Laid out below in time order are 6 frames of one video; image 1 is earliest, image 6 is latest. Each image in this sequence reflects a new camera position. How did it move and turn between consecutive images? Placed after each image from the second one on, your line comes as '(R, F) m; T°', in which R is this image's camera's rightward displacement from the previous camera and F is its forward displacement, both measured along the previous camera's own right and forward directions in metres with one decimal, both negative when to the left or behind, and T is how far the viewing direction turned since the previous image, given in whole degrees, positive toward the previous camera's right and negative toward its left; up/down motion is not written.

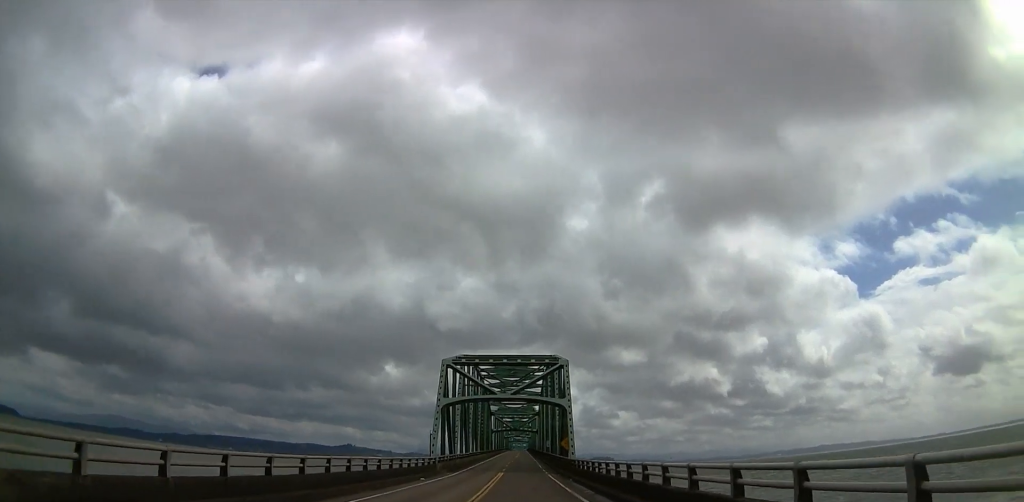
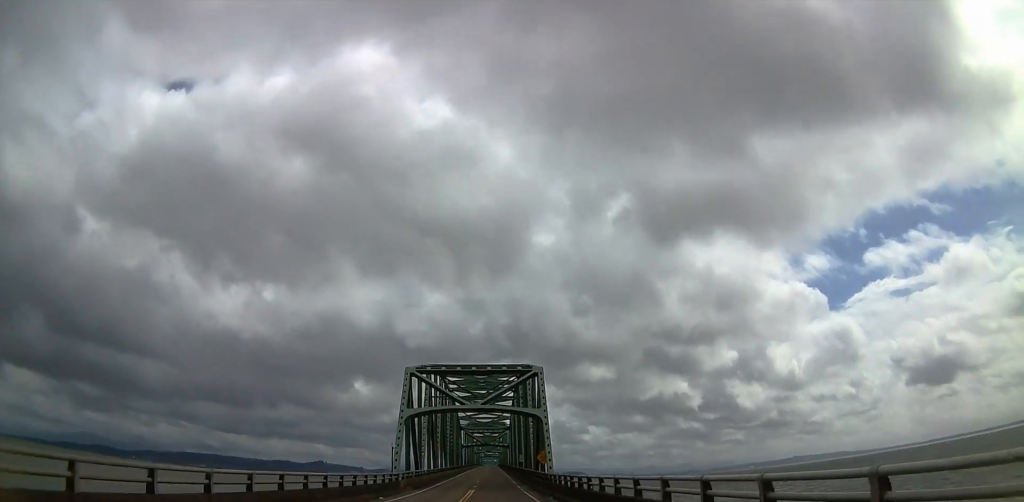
(+0.2, +4.7) m; +2°
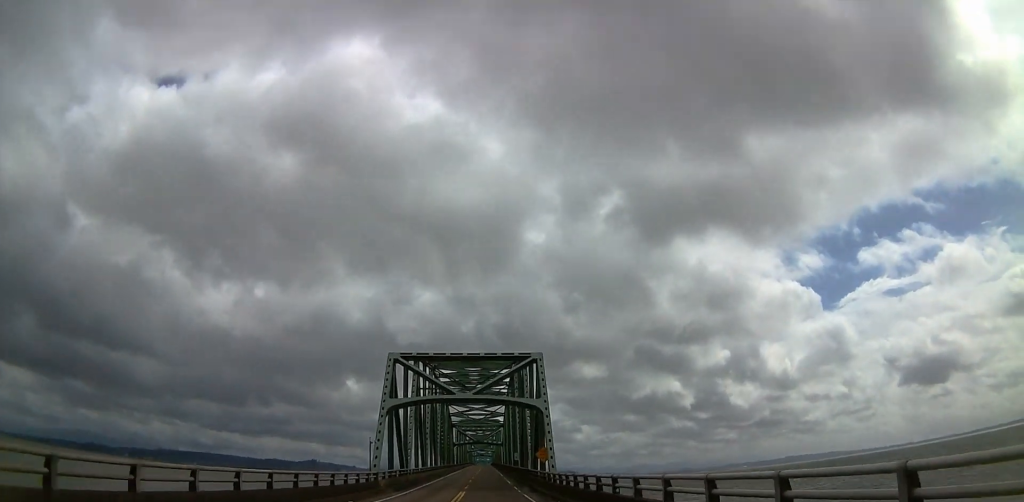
(-0.1, +5.9) m; +1°
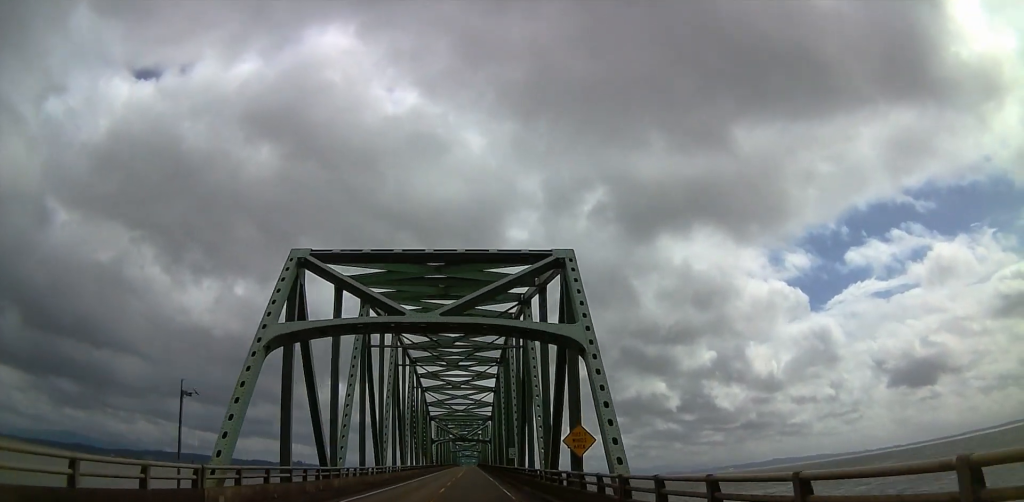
(+0.9, +22.7) m; +3°
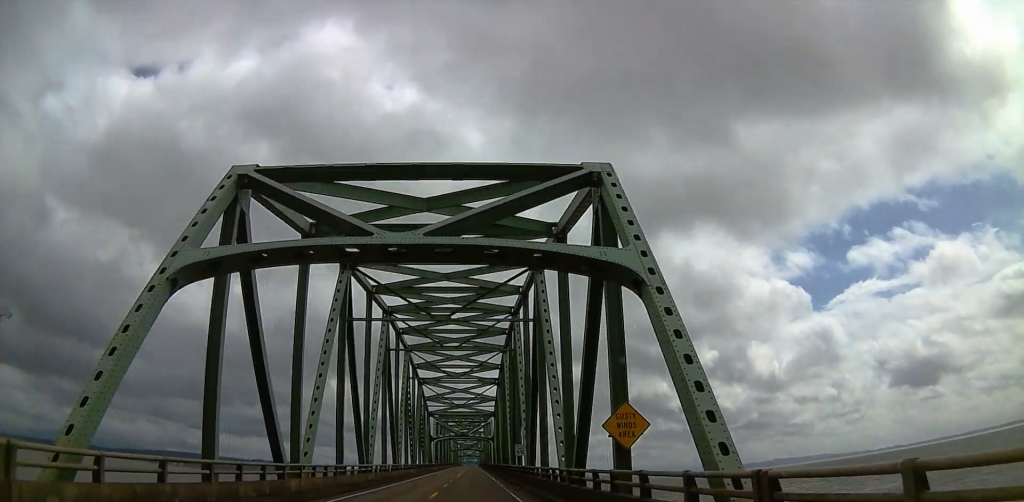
(0.0, +7.3) m; 0°
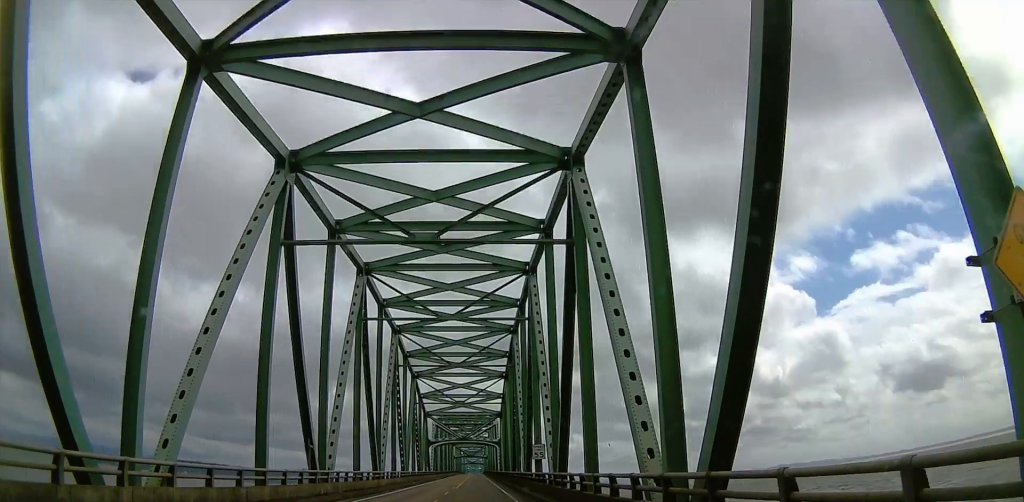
(0.0, +13.0) m; 0°
